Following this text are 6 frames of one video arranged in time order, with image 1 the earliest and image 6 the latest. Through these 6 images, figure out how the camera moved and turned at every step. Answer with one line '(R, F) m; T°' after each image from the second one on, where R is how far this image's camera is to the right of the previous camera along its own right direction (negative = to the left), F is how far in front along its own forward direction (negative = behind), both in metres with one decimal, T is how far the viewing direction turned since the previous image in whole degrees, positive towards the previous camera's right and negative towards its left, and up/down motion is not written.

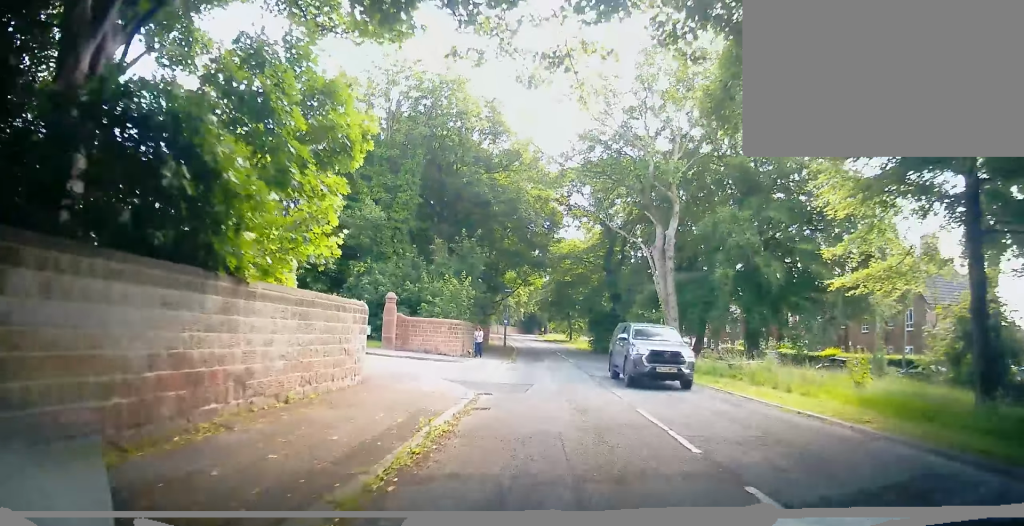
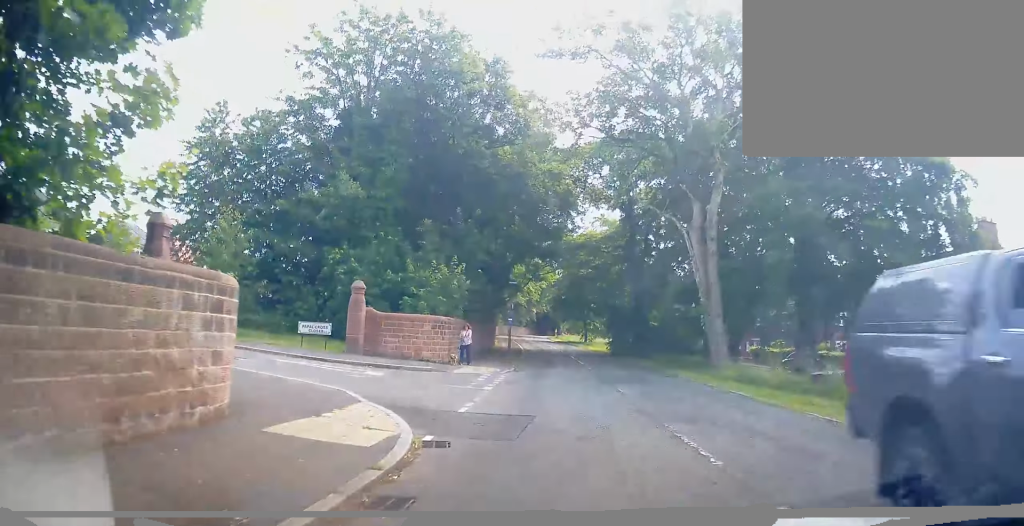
(0.0, +6.6) m; -2°
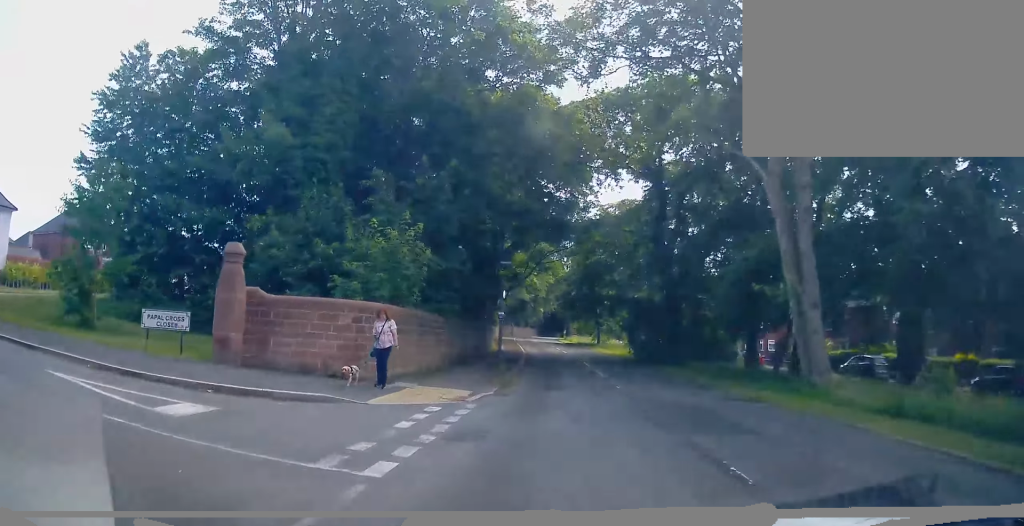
(-0.3, +9.1) m; -3°
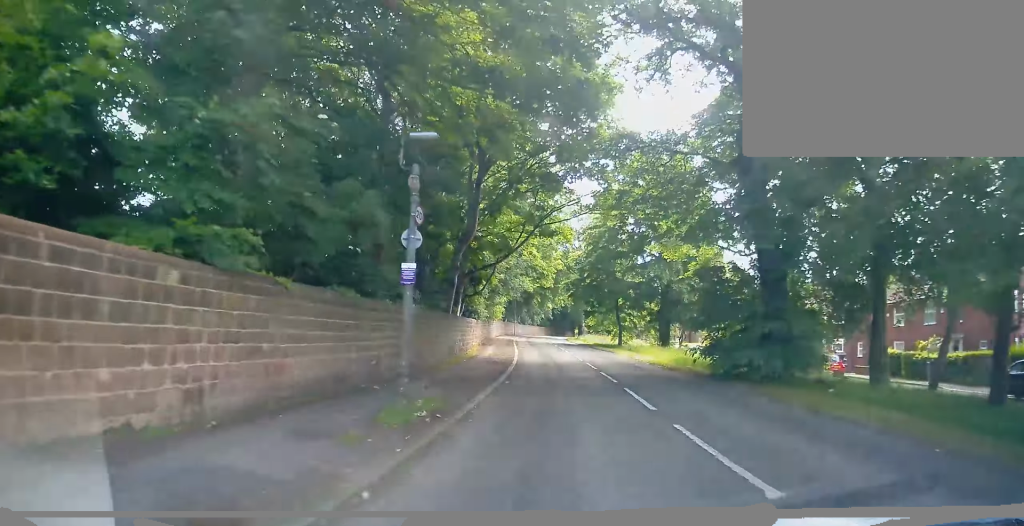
(-0.5, +14.8) m; -3°
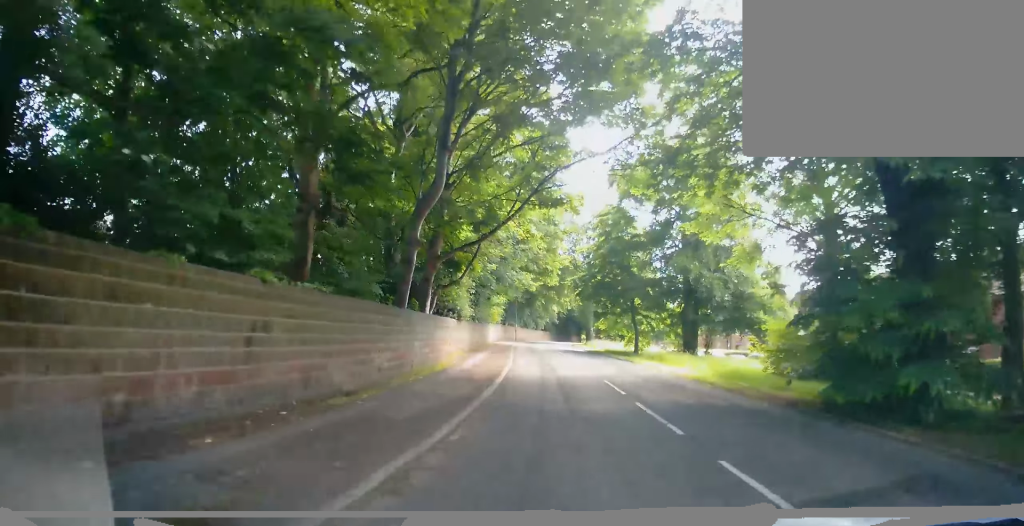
(0.0, +8.0) m; 0°
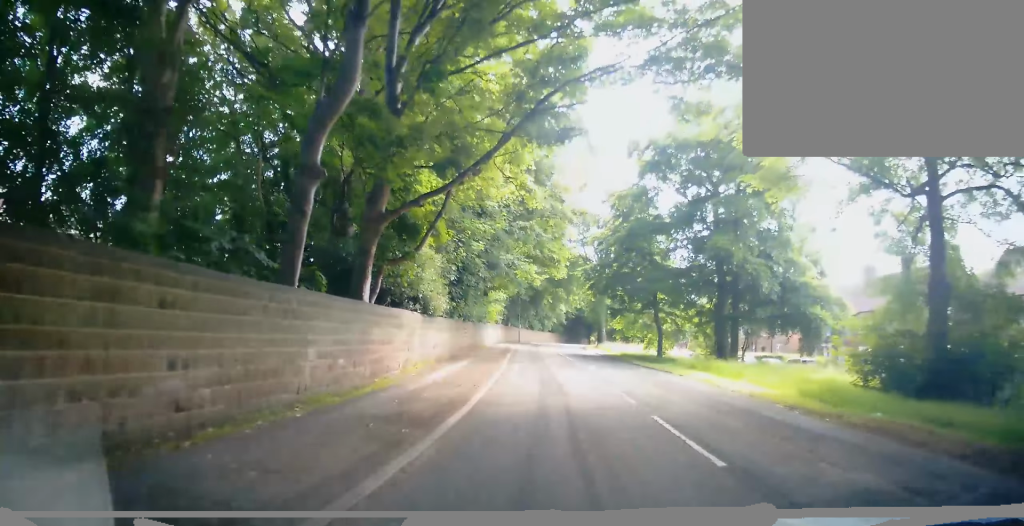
(0.0, +7.5) m; 0°
